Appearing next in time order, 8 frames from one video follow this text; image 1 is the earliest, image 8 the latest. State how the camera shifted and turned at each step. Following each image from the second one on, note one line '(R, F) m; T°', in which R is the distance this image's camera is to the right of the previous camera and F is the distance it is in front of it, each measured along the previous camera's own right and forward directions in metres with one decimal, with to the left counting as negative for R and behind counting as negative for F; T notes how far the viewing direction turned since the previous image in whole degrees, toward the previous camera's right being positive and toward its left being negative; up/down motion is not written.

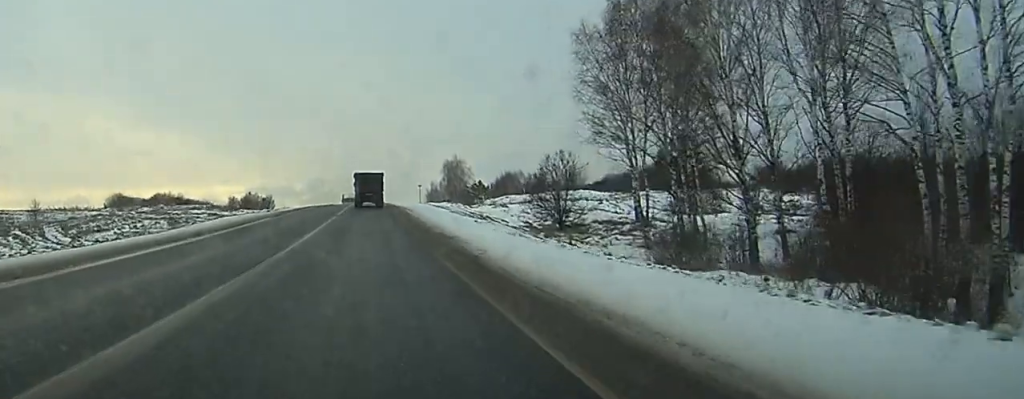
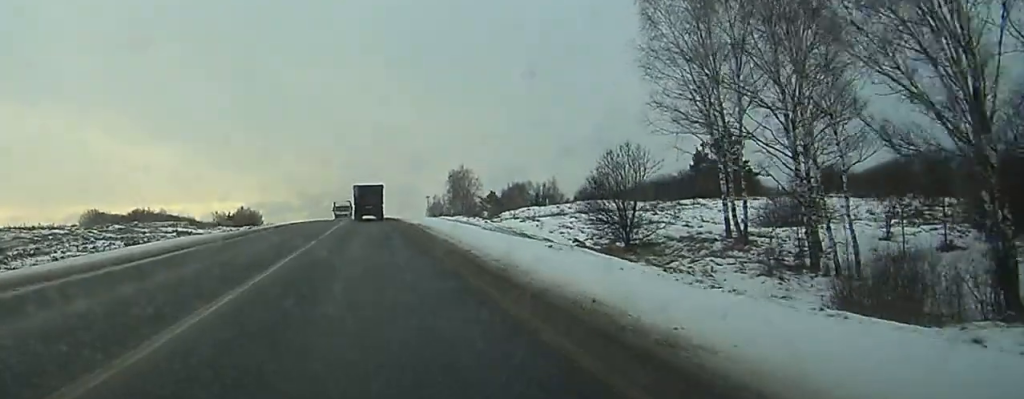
(0.0, +18.5) m; 0°
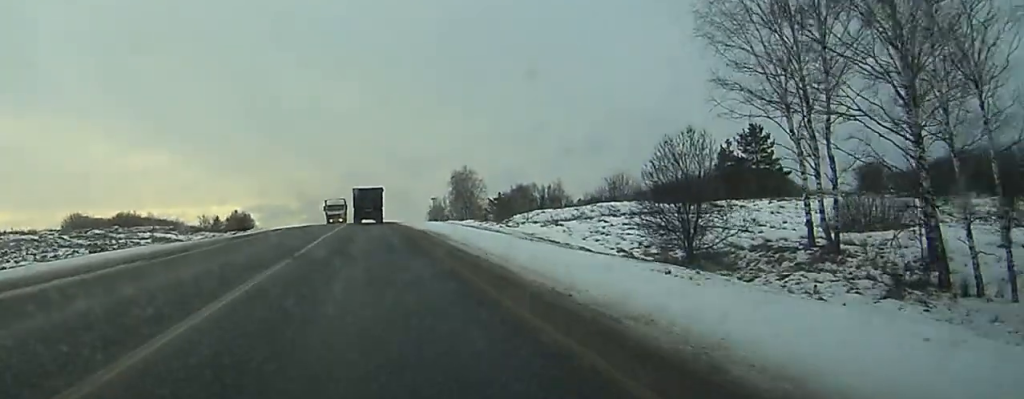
(-0.1, +10.6) m; 0°
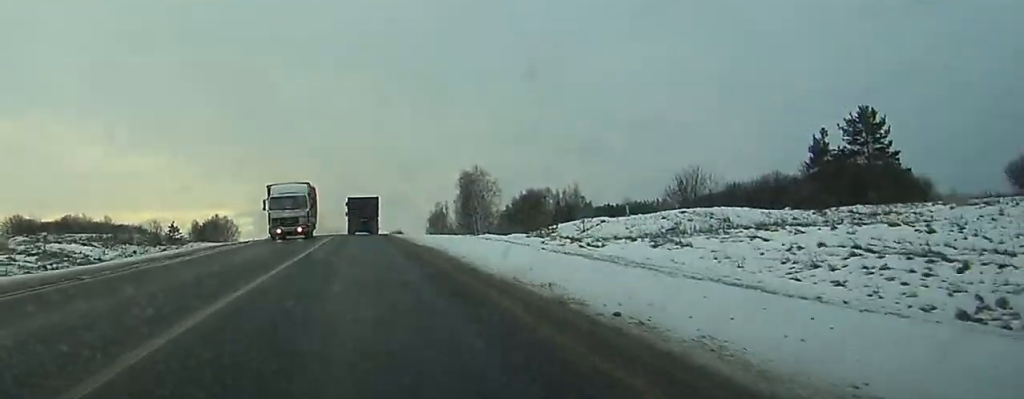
(0.0, +29.4) m; 0°
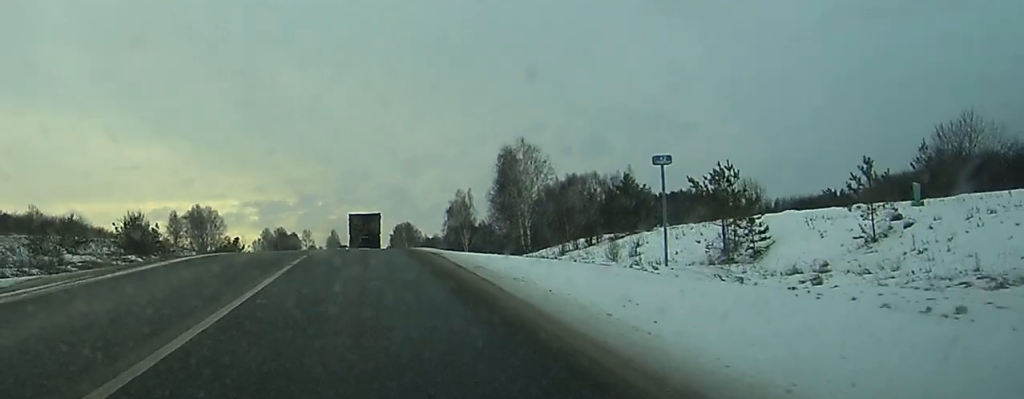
(-0.1, +43.7) m; 0°
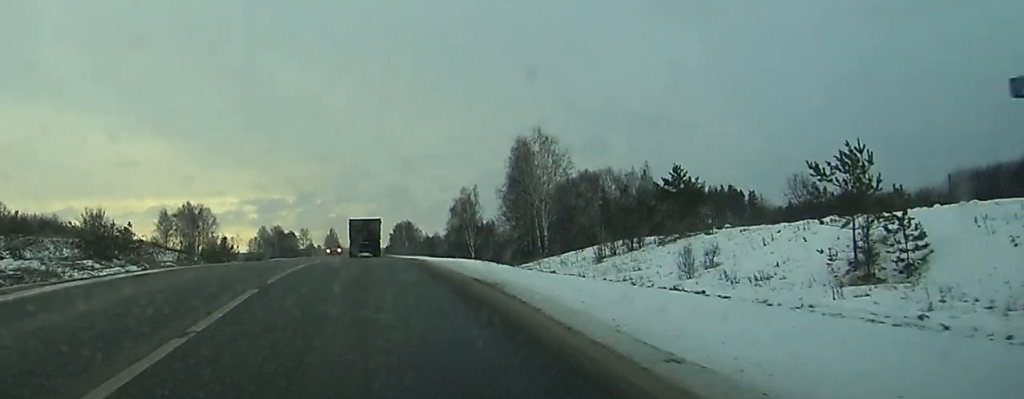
(+0.1, +12.6) m; 0°
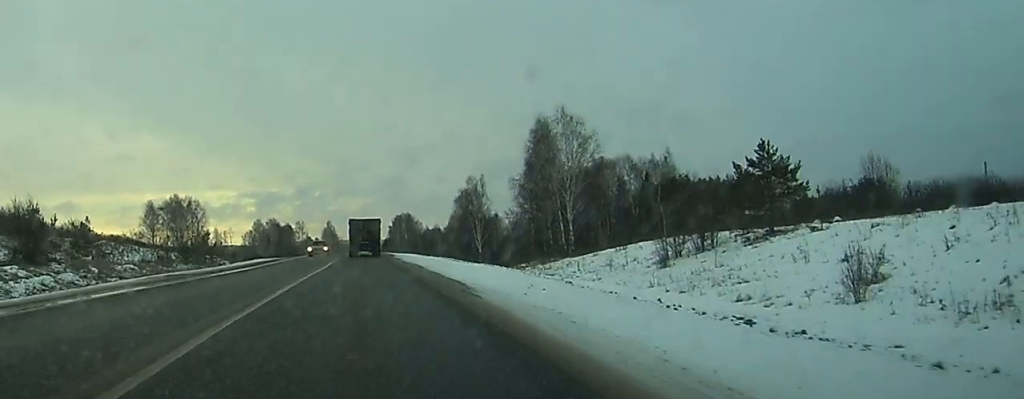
(0.0, +15.0) m; 0°
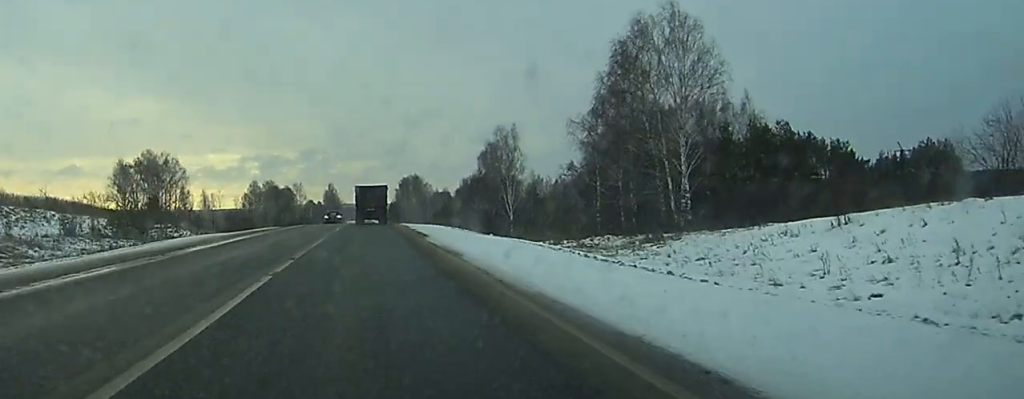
(-0.1, +36.7) m; 0°
